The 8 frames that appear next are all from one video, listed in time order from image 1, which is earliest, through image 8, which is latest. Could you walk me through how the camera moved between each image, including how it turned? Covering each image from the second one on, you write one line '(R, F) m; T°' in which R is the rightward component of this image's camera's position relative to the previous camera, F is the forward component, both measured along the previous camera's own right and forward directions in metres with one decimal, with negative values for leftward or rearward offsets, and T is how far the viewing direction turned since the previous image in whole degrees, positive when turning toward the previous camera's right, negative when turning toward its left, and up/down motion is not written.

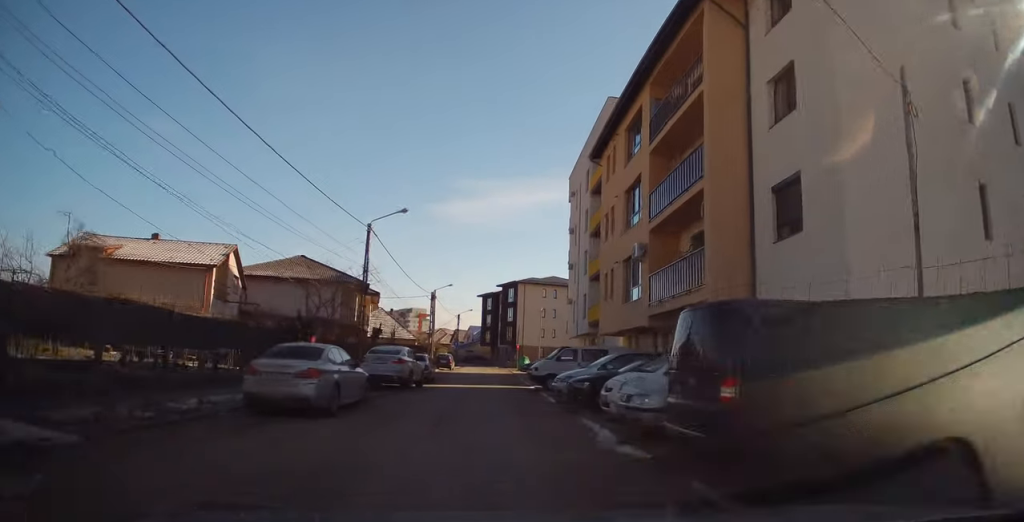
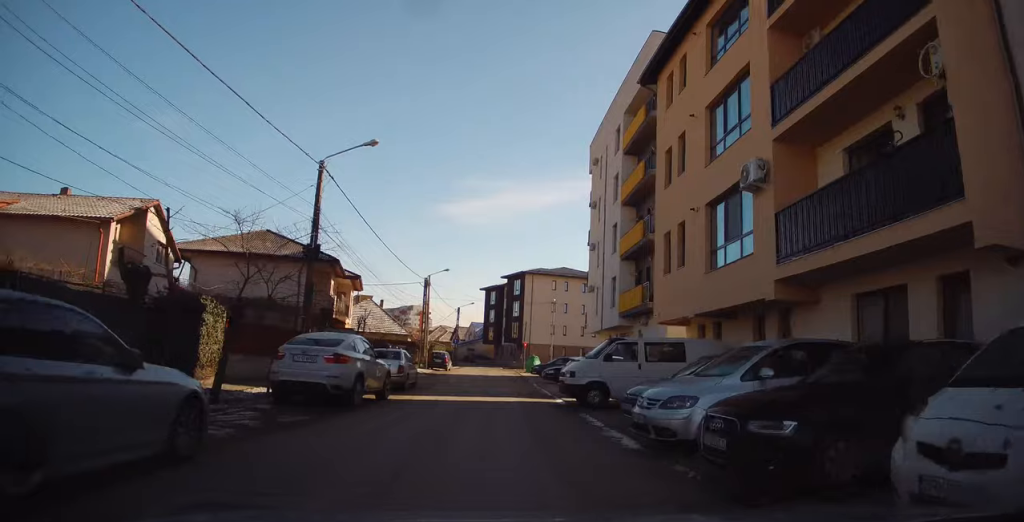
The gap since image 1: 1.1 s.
(+0.3, +10.0) m; +3°
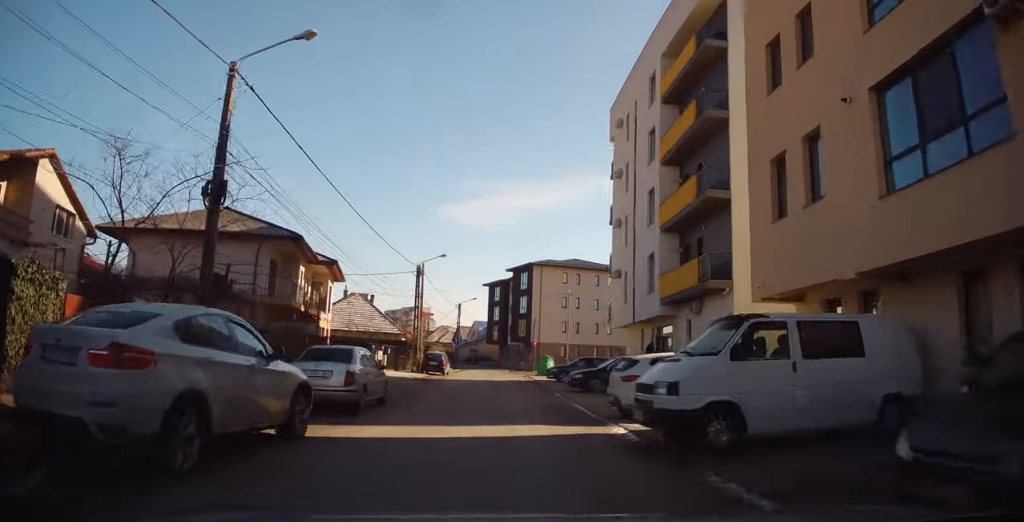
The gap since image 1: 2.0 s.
(0.0, +7.5) m; +1°
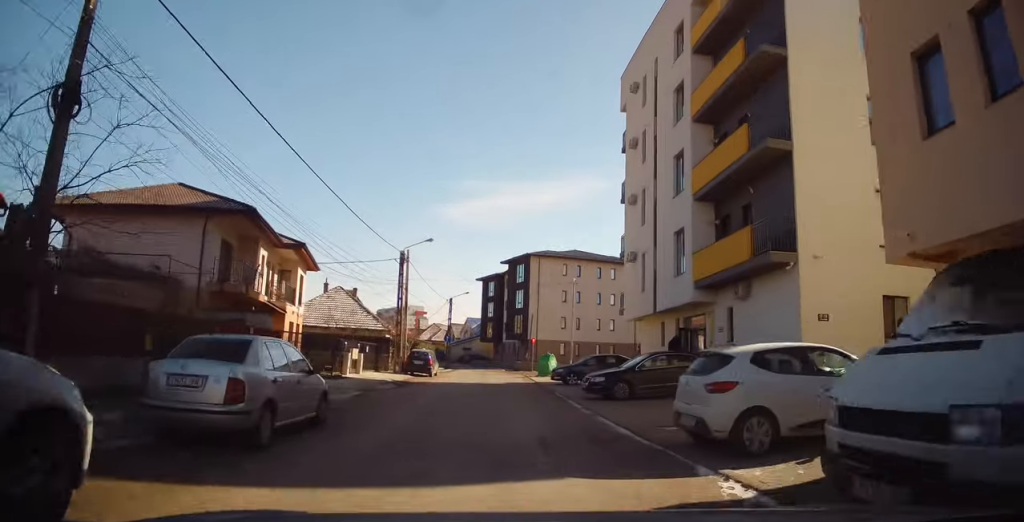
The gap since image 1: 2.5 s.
(+0.2, +4.9) m; 0°
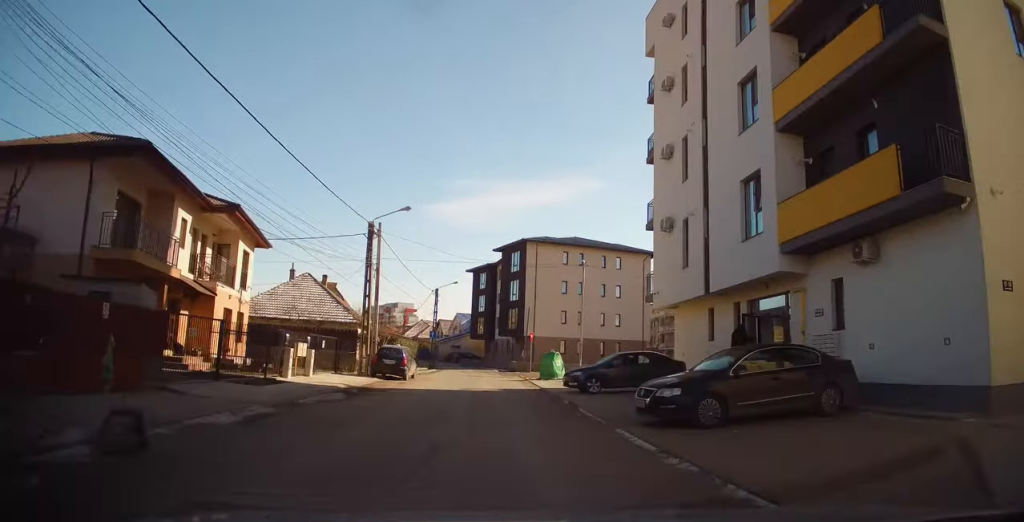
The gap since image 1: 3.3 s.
(-0.1, +6.9) m; -2°
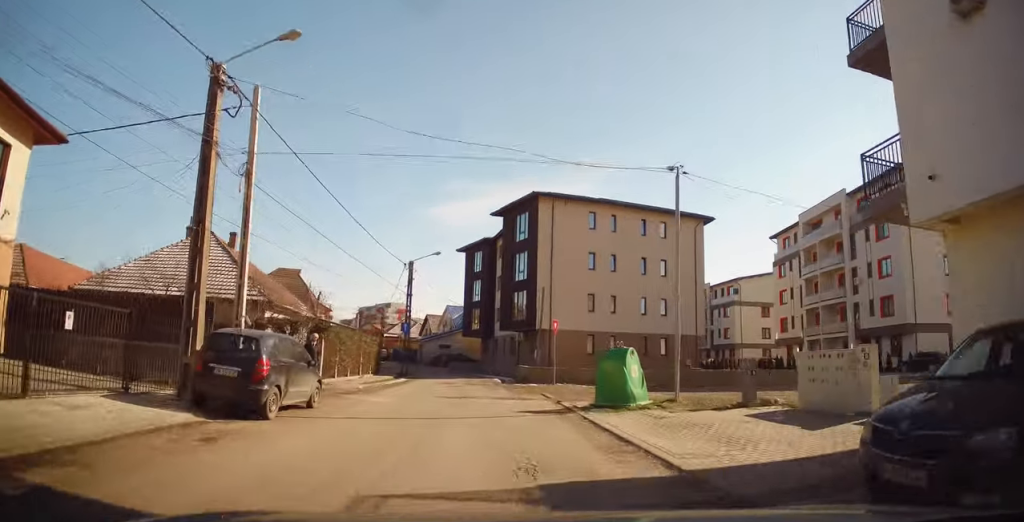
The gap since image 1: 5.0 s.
(-0.2, +14.7) m; +2°
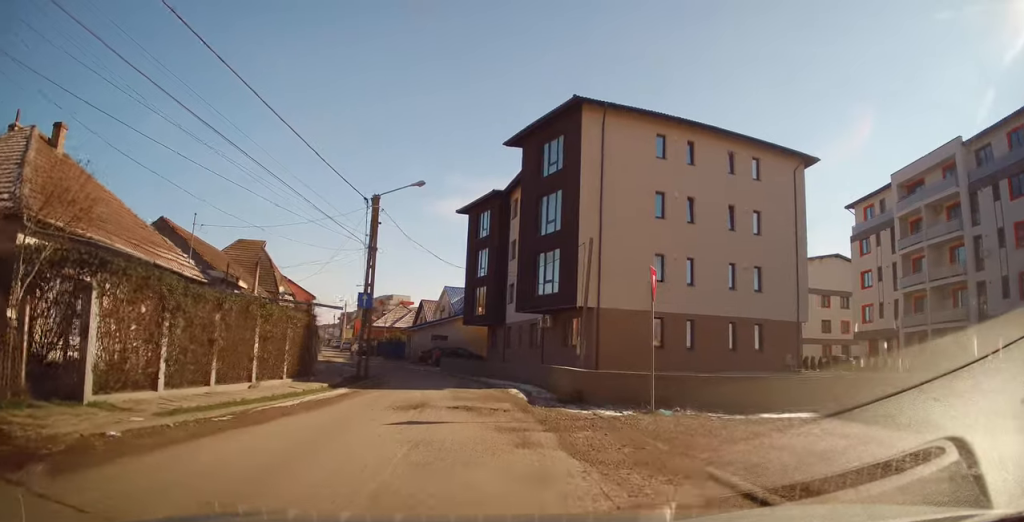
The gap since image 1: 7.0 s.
(+0.1, +11.9) m; -5°
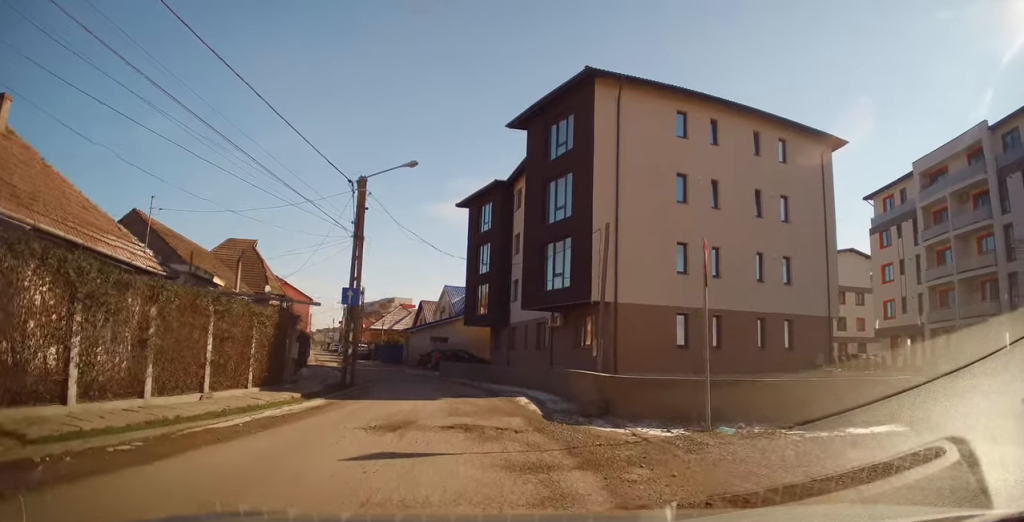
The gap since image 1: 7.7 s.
(-0.1, +2.6) m; -3°
